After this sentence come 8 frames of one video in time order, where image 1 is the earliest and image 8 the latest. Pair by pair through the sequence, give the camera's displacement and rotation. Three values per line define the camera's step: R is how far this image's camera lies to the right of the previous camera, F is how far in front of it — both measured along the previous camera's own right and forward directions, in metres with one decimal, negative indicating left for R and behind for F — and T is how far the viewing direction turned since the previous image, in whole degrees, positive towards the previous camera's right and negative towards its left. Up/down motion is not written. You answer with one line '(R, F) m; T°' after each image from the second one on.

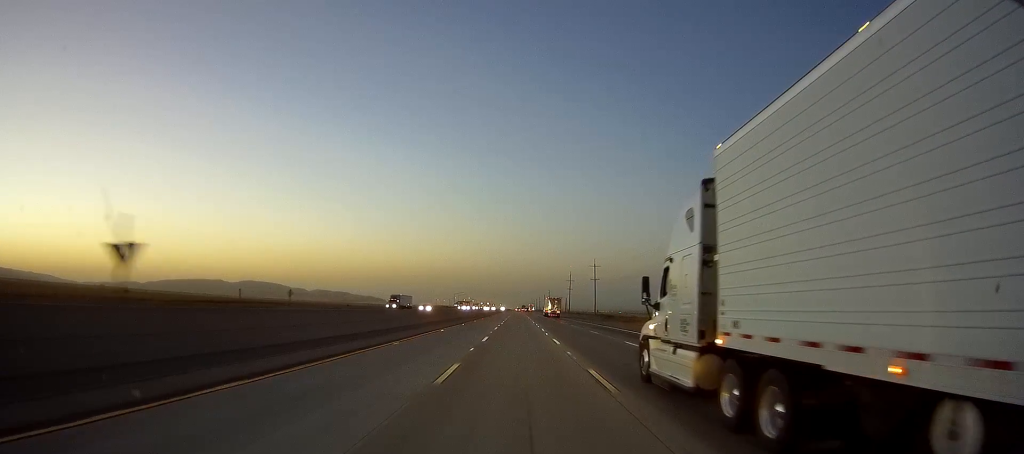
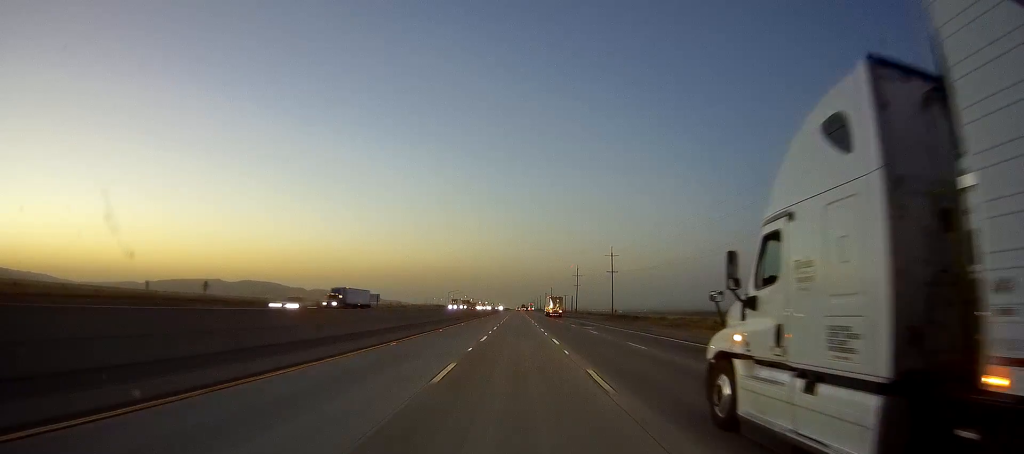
(+0.3, +29.3) m; 0°
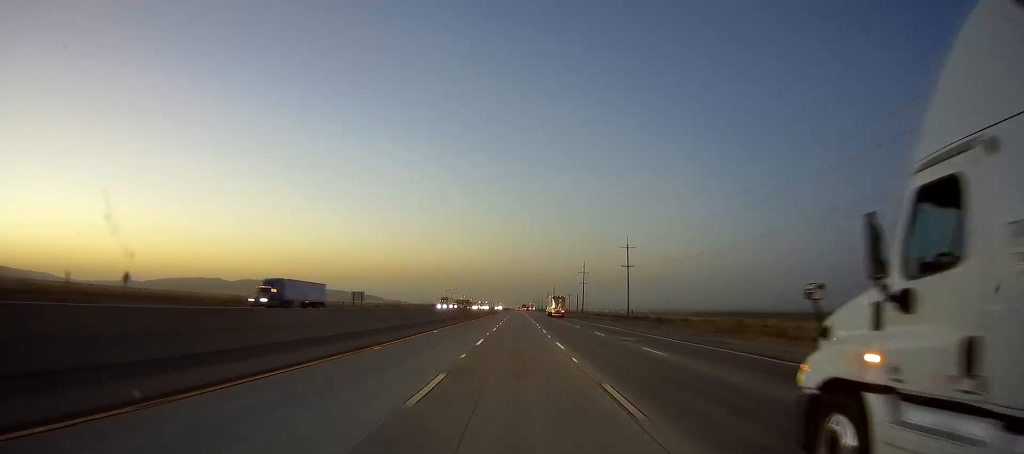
(-0.4, +17.4) m; 0°
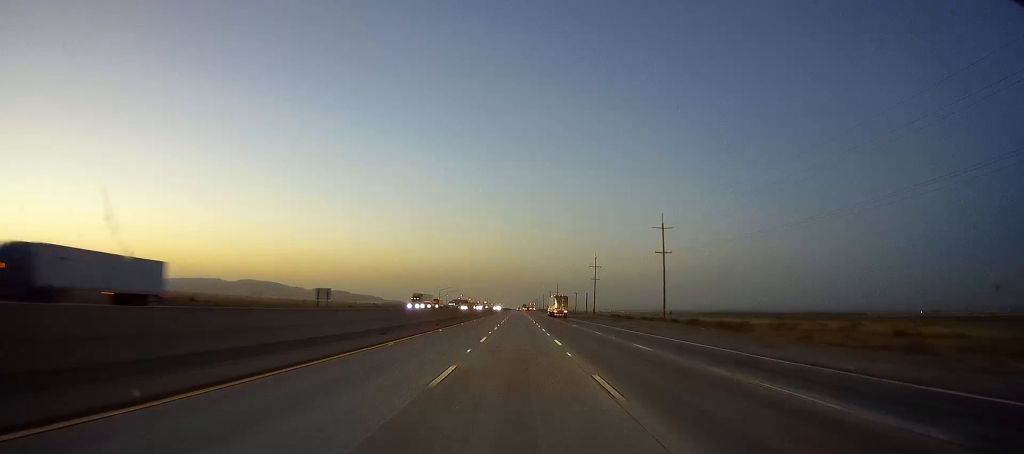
(+0.3, +27.1) m; 0°
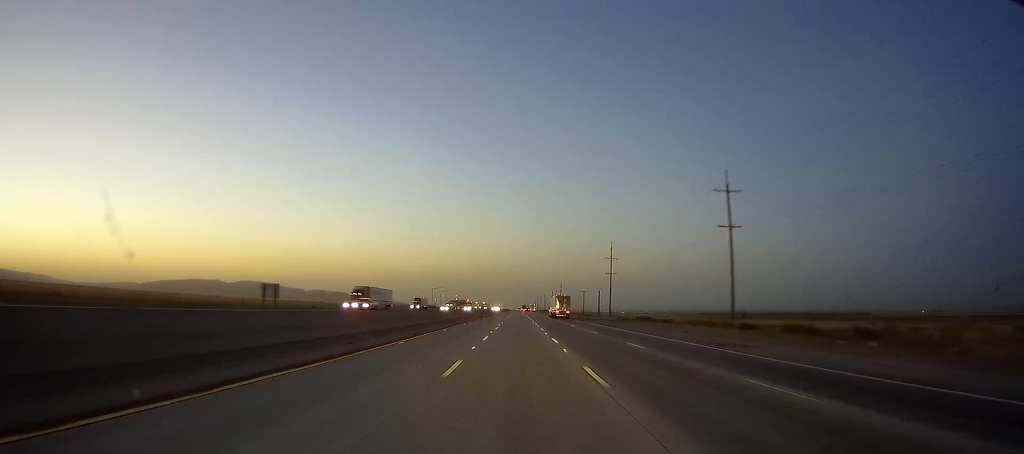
(0.0, +27.1) m; 0°
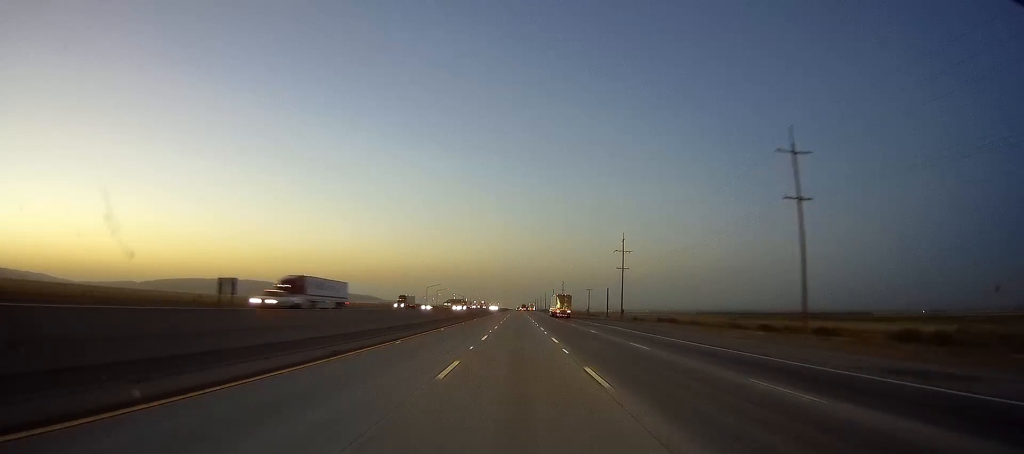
(-0.4, +15.2) m; 0°
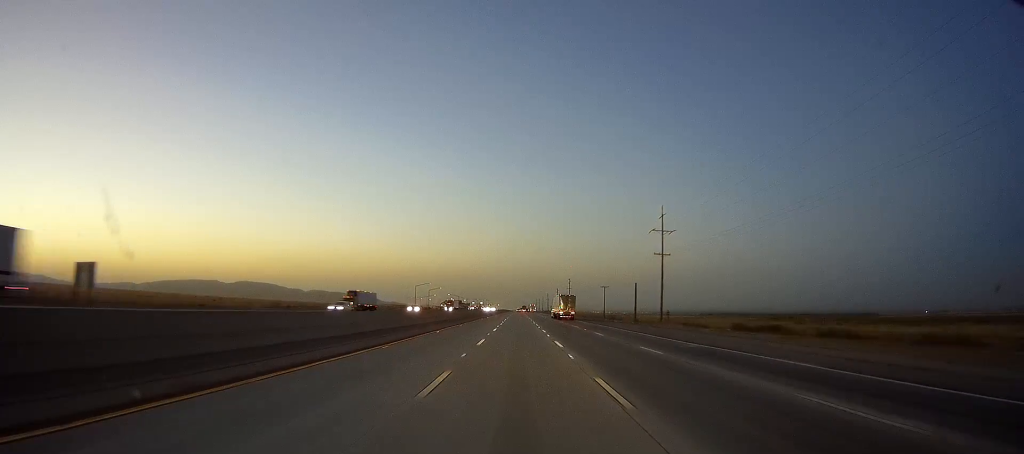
(+0.6, +31.5) m; 0°
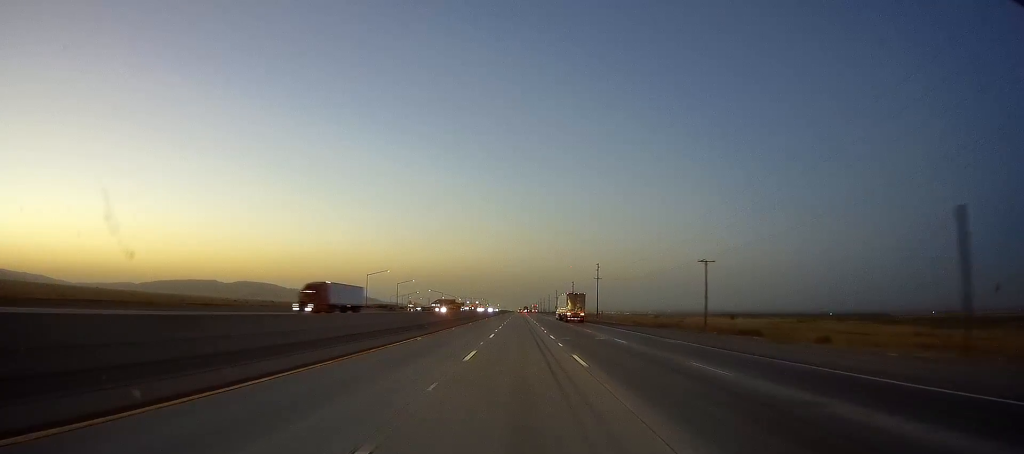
(-0.1, +80.5) m; 0°
